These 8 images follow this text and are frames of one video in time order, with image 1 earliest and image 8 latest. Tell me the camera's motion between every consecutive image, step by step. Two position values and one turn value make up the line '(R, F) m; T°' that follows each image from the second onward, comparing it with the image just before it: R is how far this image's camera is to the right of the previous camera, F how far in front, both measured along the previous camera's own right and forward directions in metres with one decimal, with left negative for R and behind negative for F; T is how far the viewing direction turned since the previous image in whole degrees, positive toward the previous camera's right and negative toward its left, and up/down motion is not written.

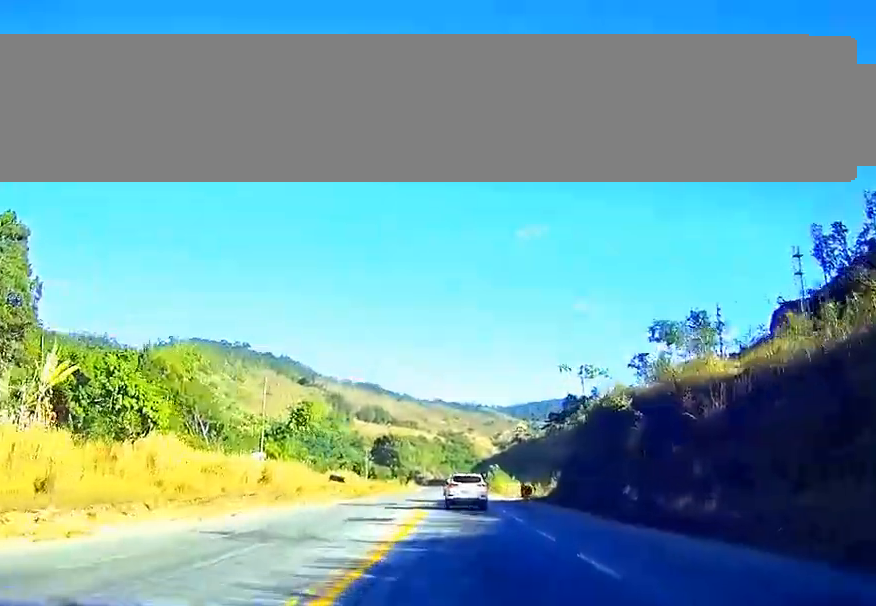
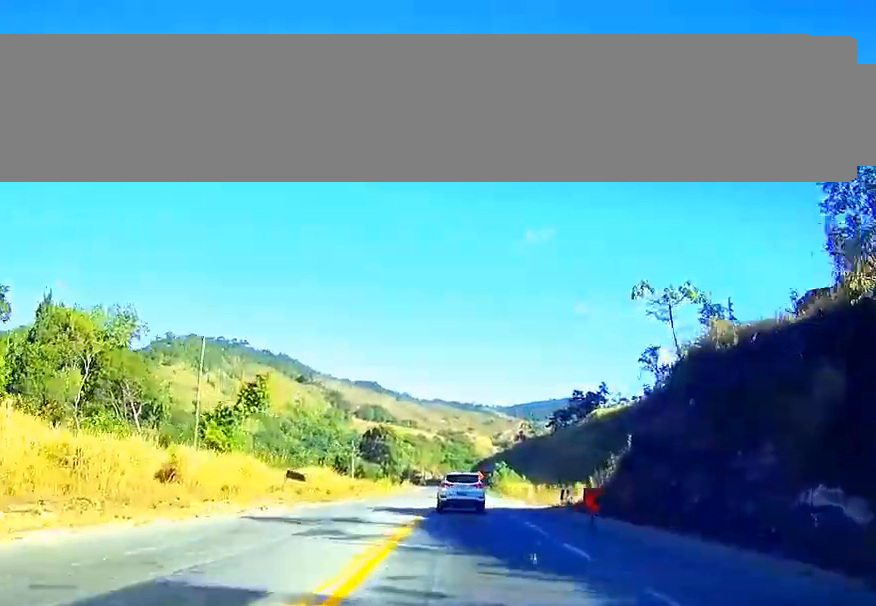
(+0.1, +20.4) m; +1°
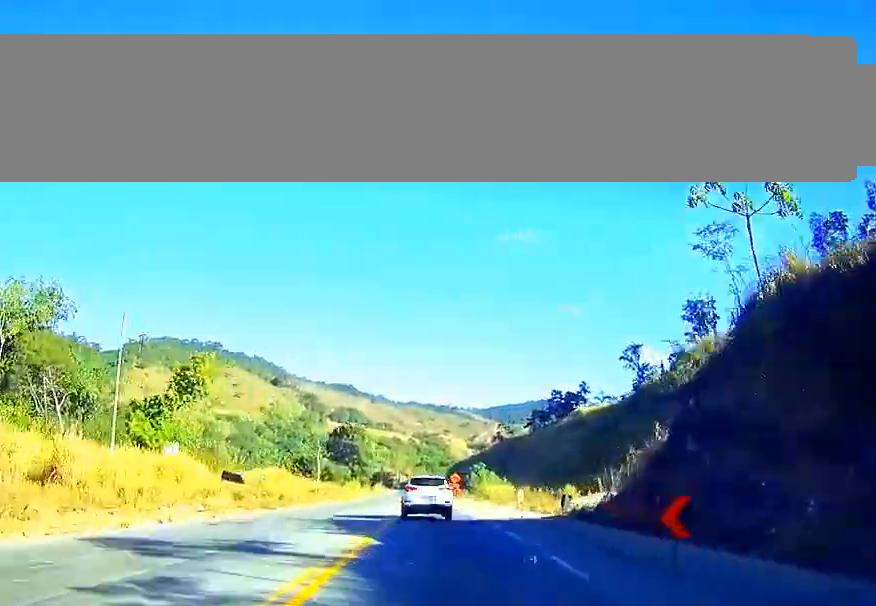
(0.0, +10.7) m; 0°
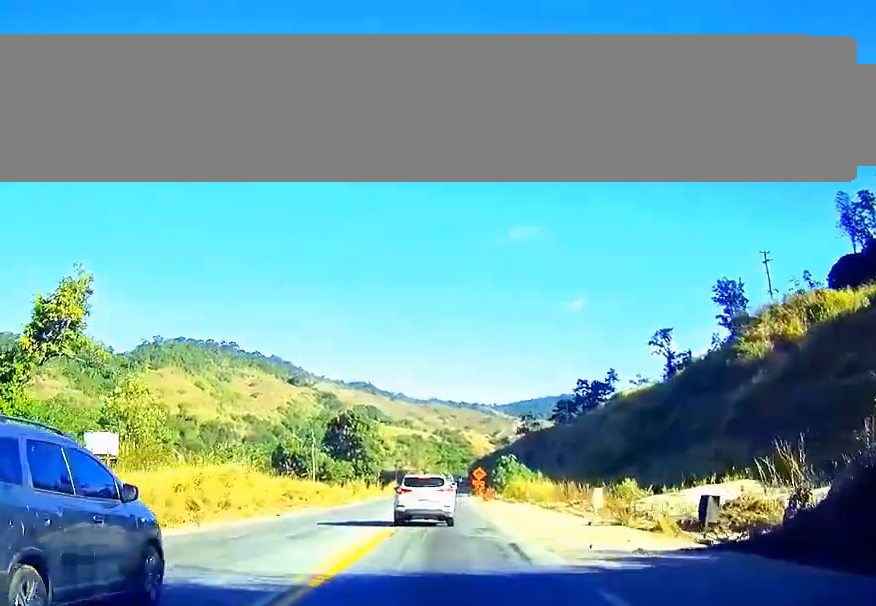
(+0.1, +20.6) m; 0°
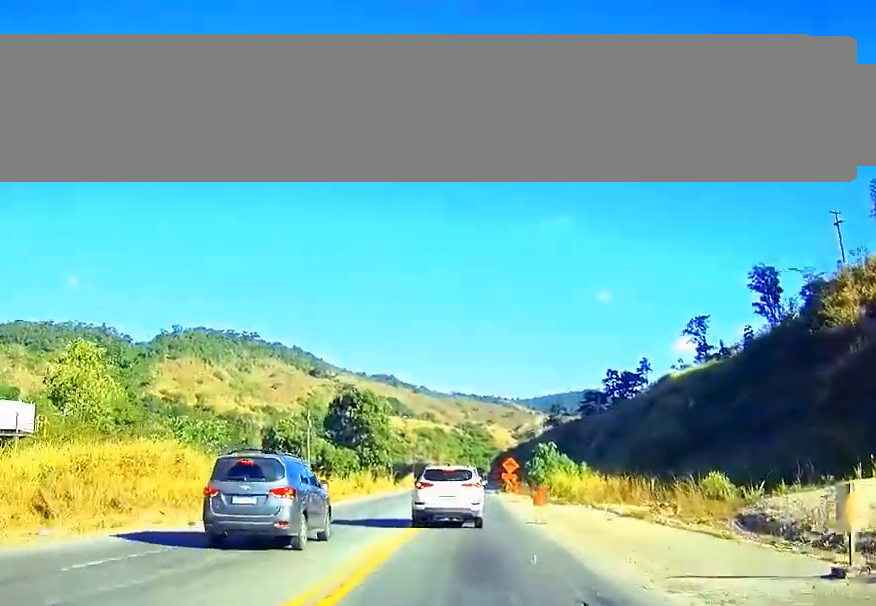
(-0.1, +17.0) m; -1°
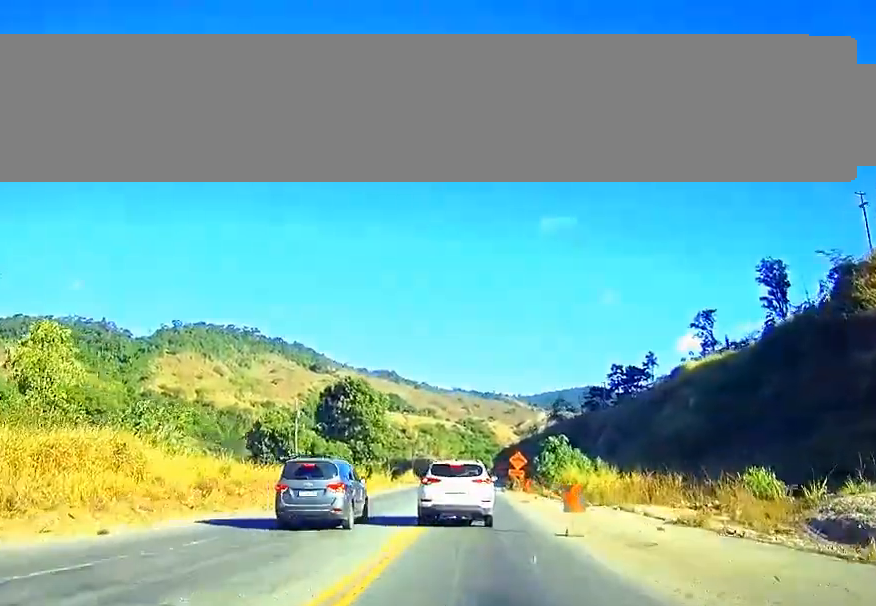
(0.0, +7.0) m; 0°
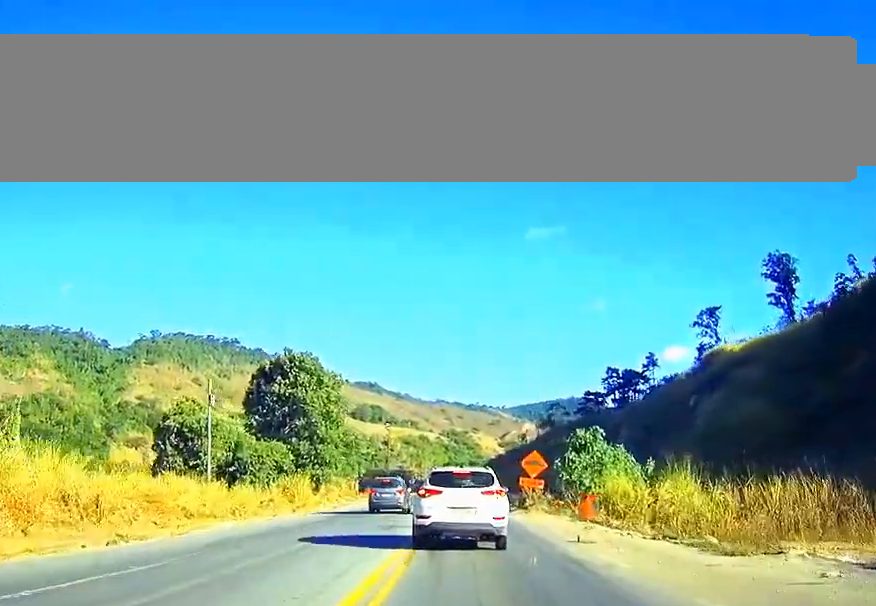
(0.0, +23.4) m; +1°
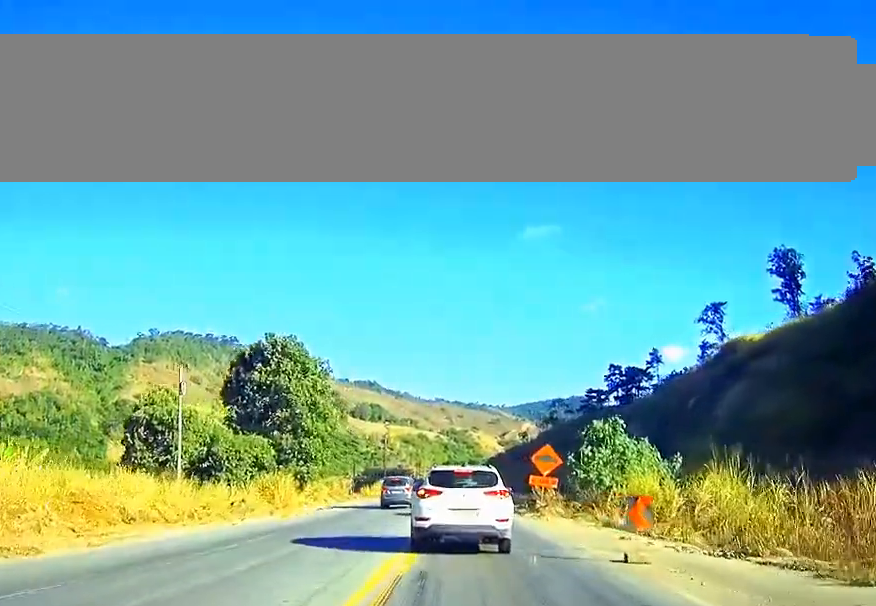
(+0.1, +5.8) m; 0°
